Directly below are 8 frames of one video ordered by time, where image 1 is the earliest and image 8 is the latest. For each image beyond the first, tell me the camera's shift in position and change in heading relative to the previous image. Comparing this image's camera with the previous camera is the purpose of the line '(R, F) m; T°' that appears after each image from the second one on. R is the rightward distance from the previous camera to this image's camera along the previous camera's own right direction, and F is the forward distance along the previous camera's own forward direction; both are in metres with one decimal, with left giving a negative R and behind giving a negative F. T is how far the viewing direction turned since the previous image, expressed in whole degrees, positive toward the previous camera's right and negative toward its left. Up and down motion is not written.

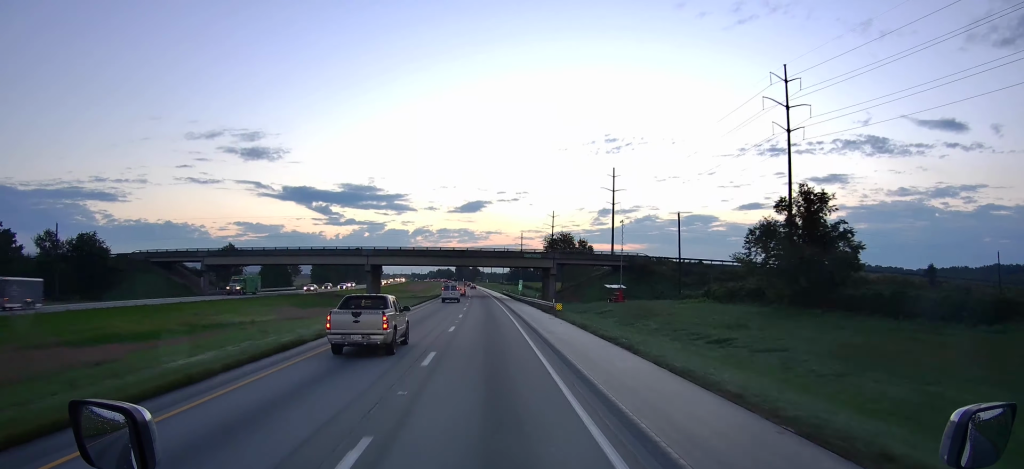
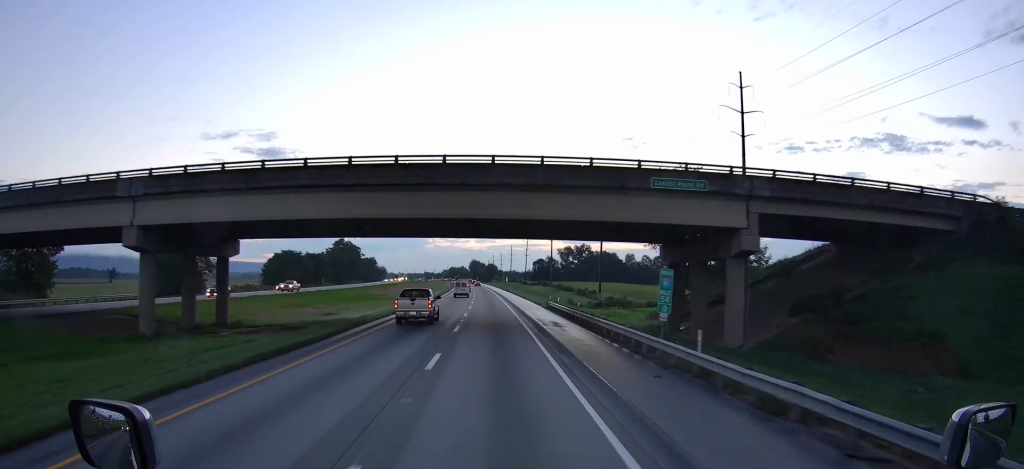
(-1.0, +73.8) m; -1°
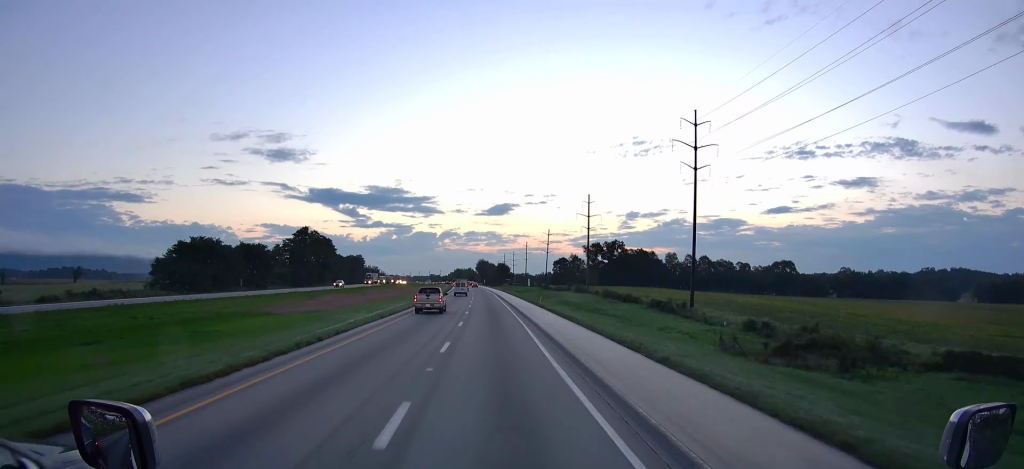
(-0.4, +67.8) m; -1°
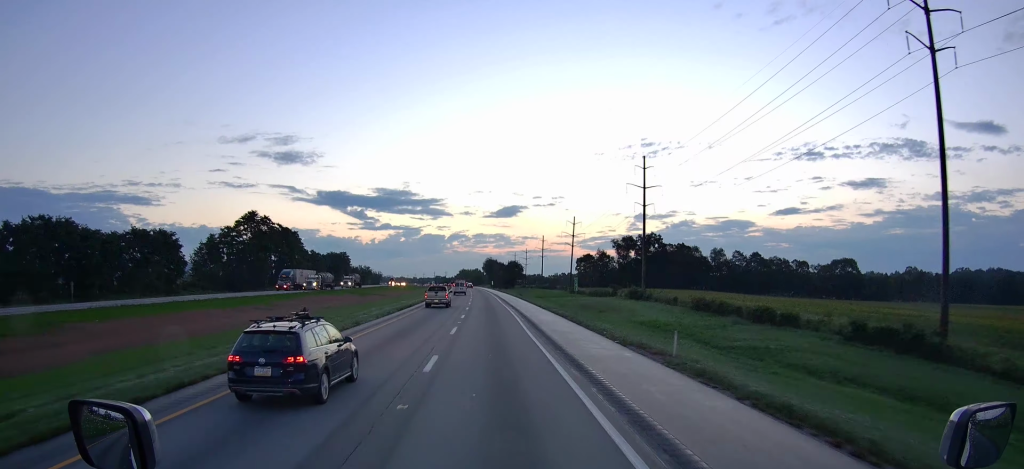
(-0.4, +53.8) m; -1°
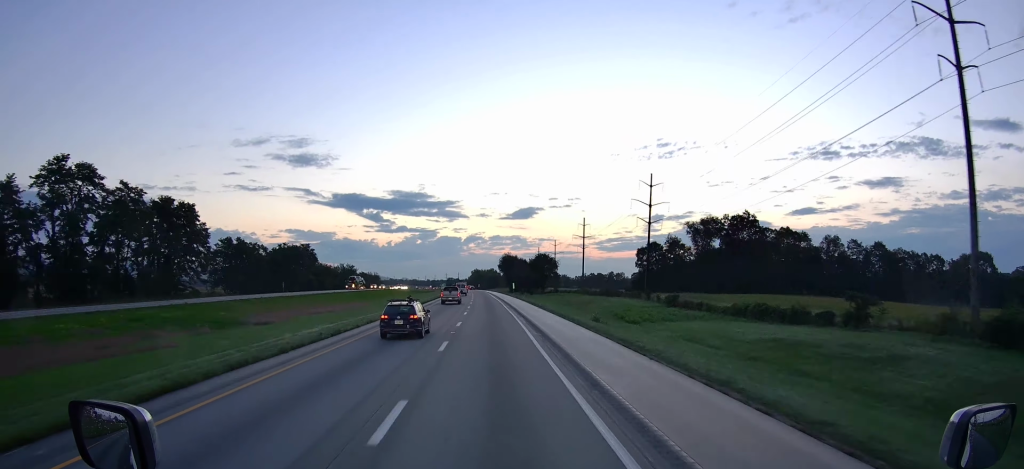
(-0.9, +79.0) m; -1°
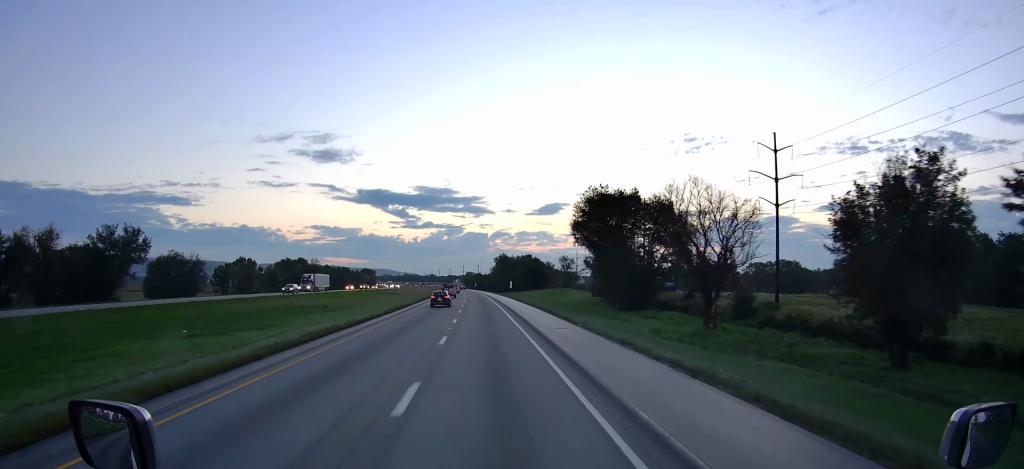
(-5.5, +191.6) m; -3°
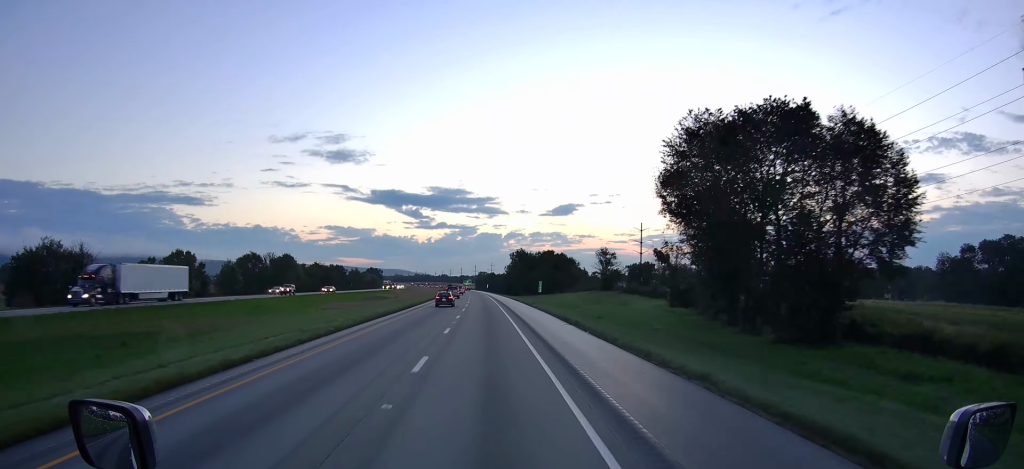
(+0.1, +42.3) m; -1°
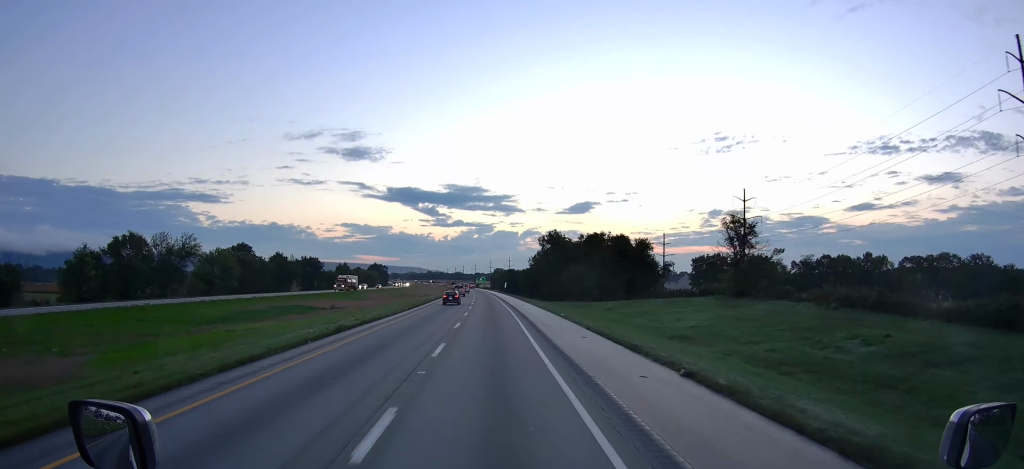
(-0.9, +68.0) m; -1°
